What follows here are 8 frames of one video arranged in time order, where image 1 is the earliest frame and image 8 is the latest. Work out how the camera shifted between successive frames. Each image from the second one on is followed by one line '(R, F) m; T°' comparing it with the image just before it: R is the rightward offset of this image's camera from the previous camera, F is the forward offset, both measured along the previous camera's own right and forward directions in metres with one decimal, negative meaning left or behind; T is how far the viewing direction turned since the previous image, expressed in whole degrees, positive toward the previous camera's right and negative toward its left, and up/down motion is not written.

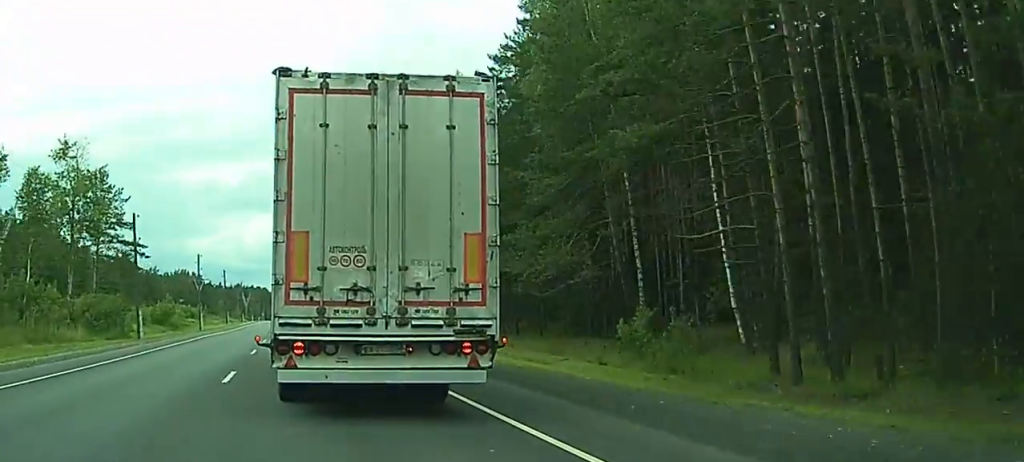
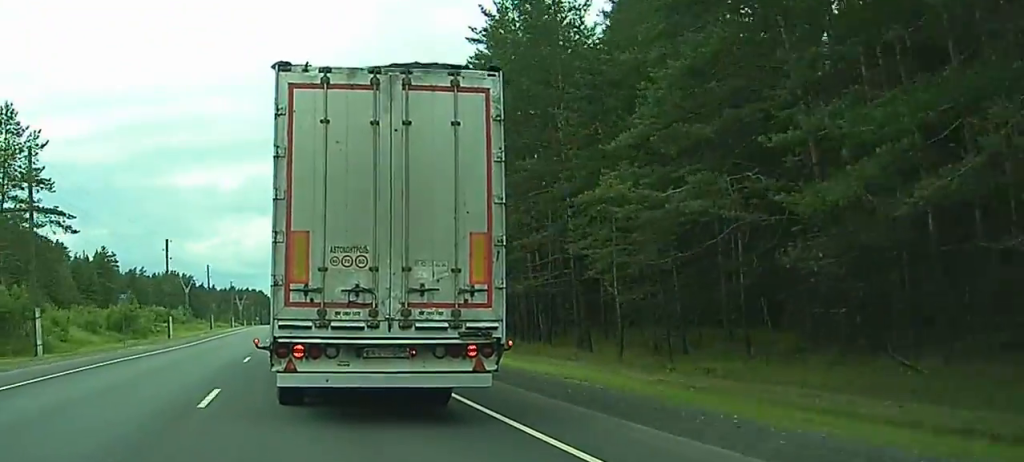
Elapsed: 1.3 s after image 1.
(-0.1, +28.0) m; 0°
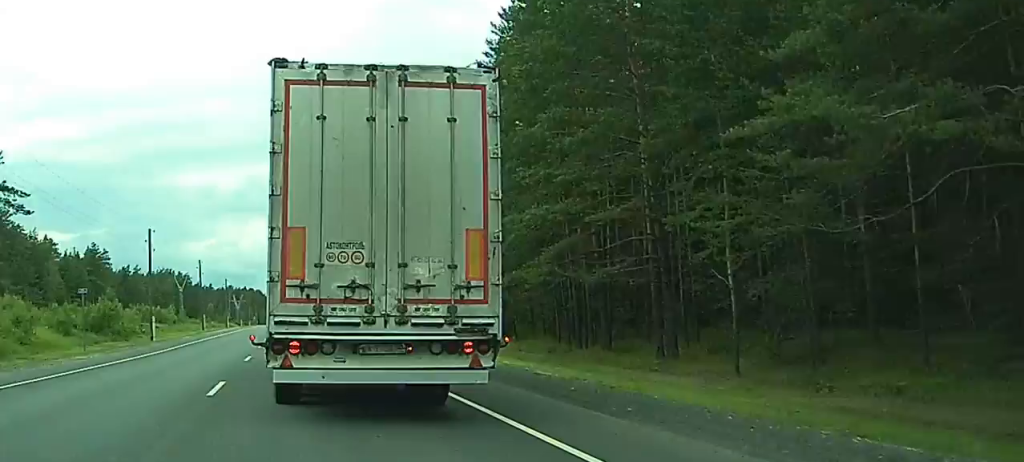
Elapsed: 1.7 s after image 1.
(-0.1, +10.3) m; 0°
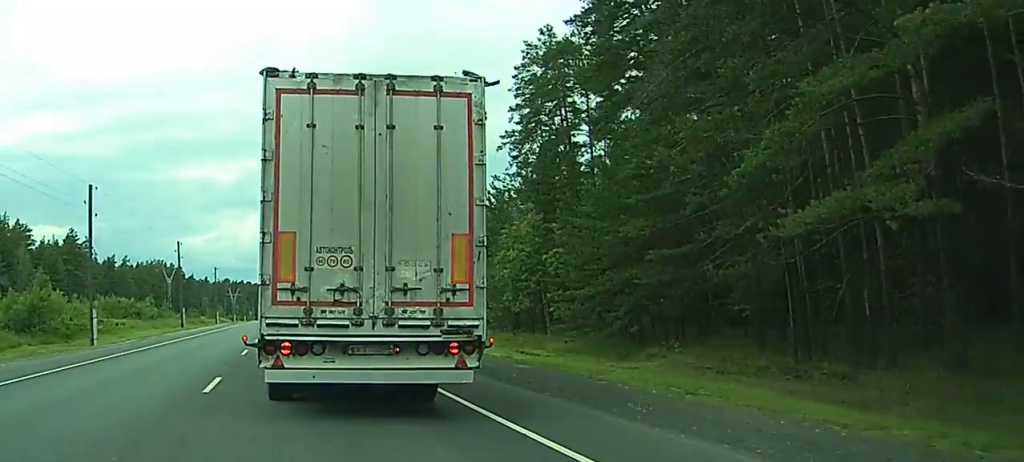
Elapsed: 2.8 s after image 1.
(+0.1, +24.0) m; +1°
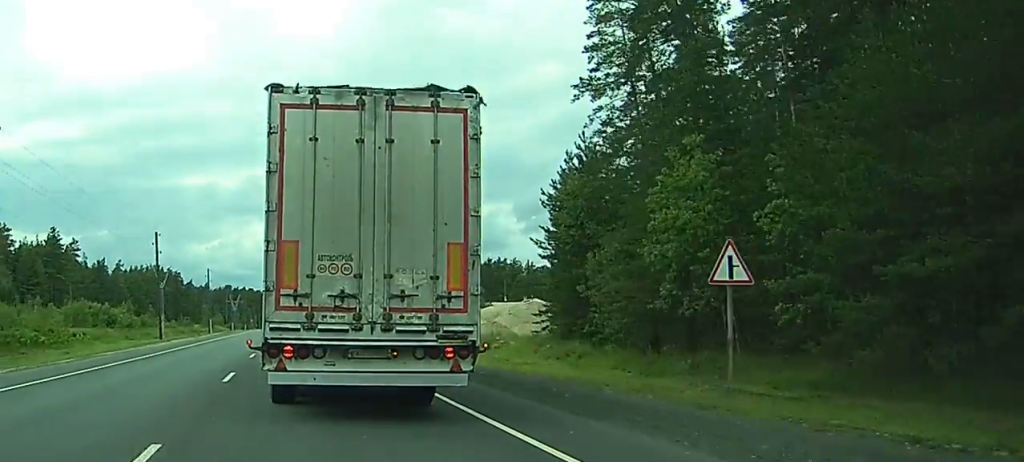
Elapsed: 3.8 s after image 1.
(+0.3, +20.2) m; 0°
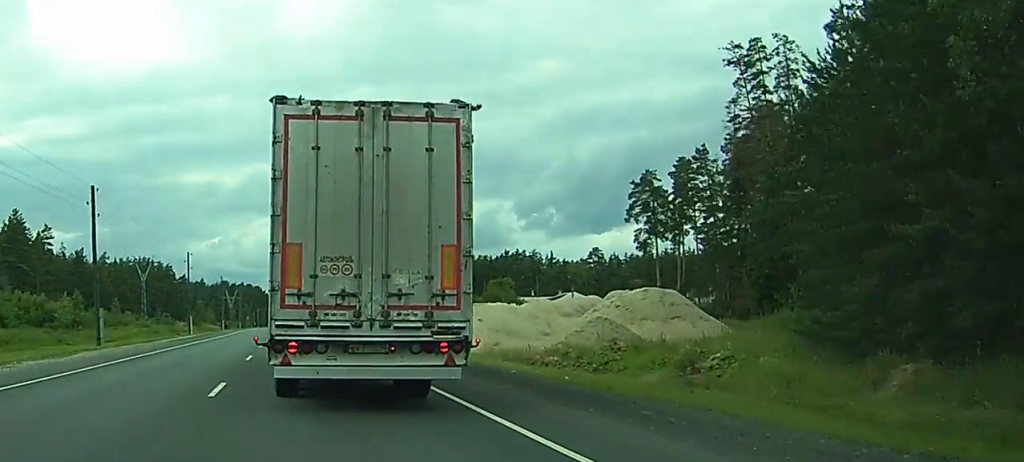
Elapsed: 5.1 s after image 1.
(-0.3, +28.1) m; -1°
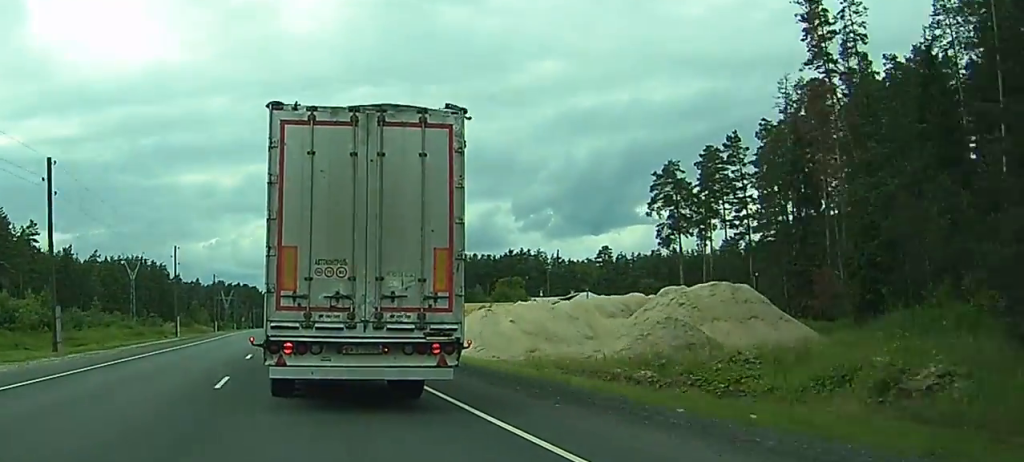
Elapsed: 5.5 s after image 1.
(0.0, +10.1) m; -1°
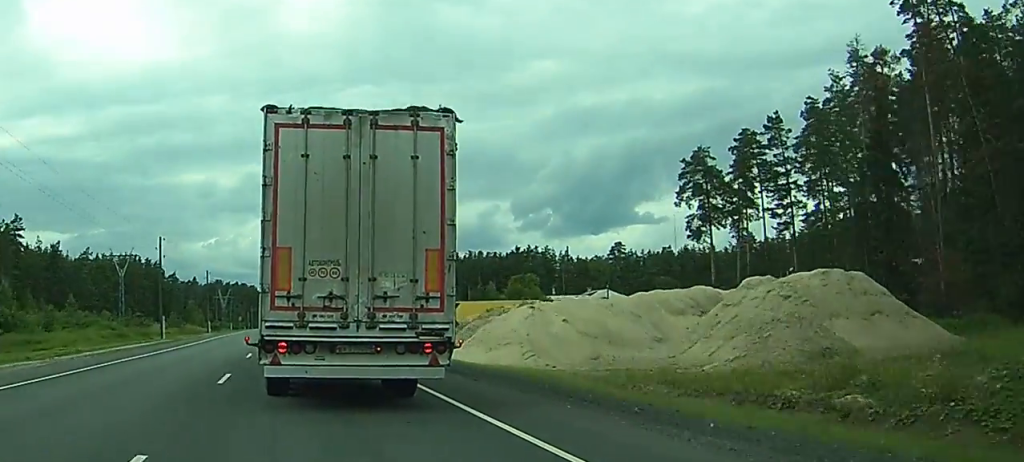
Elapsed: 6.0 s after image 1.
(-0.1, +10.8) m; 0°
